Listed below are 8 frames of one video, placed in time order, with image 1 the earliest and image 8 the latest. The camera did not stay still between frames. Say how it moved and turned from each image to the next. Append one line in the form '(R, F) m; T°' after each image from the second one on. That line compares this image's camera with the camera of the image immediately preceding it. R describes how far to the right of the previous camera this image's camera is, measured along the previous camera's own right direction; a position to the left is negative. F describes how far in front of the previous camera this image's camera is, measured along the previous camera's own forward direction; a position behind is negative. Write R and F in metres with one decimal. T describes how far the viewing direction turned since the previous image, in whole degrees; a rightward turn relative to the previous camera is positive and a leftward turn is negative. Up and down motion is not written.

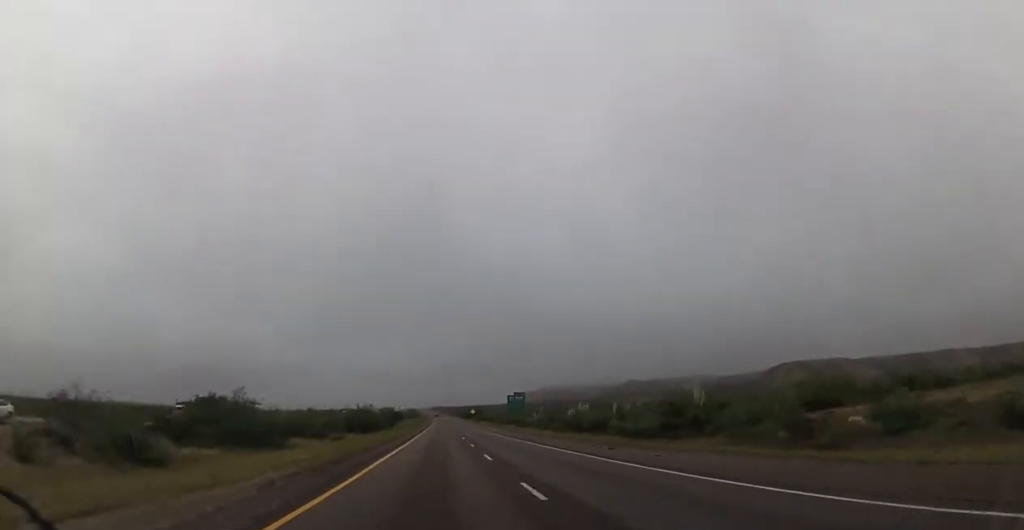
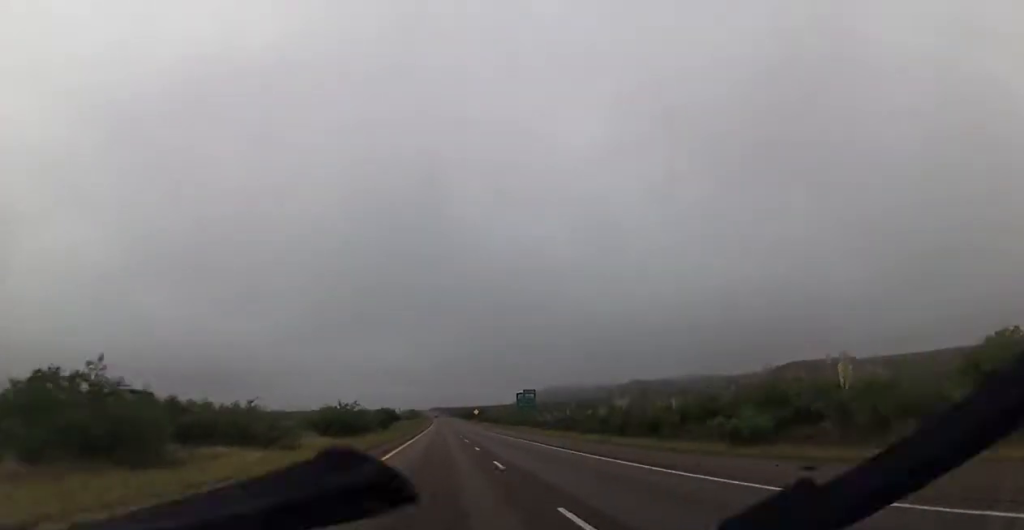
(+0.1, +16.7) m; 0°
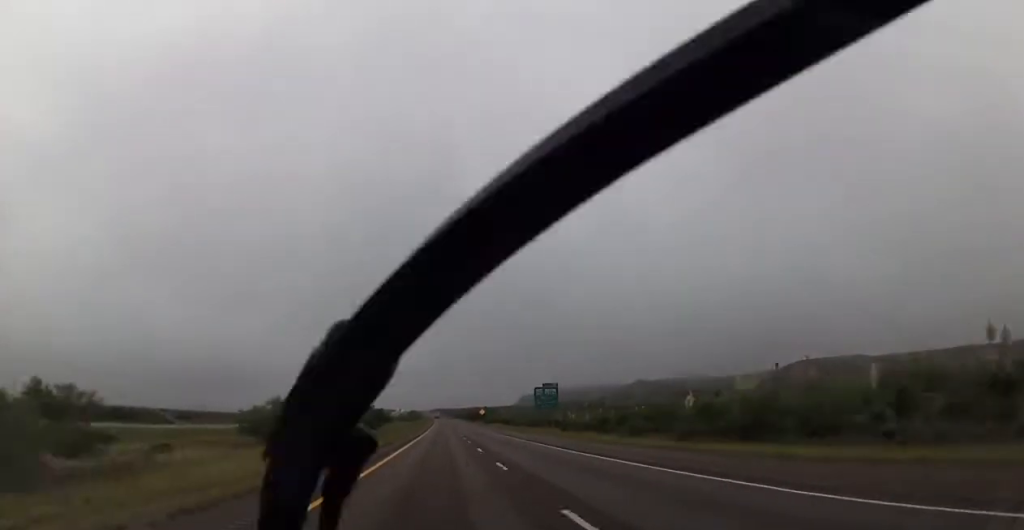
(+0.4, +24.5) m; 0°
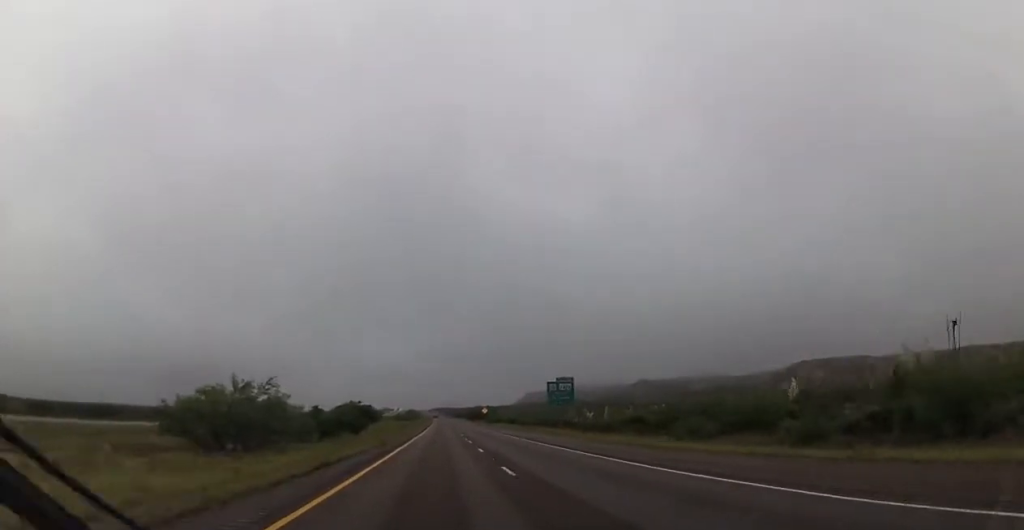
(-0.2, +14.5) m; 0°
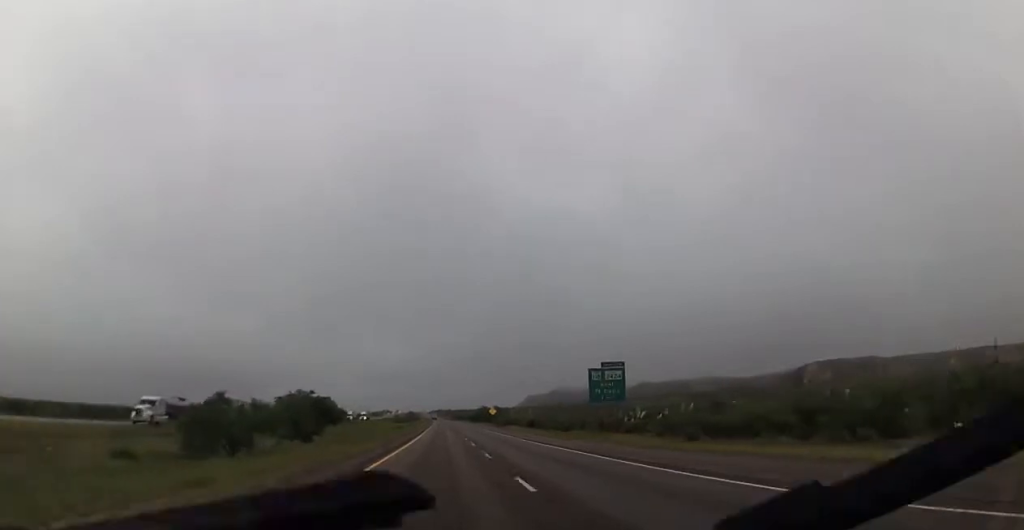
(-0.3, +27.9) m; -1°
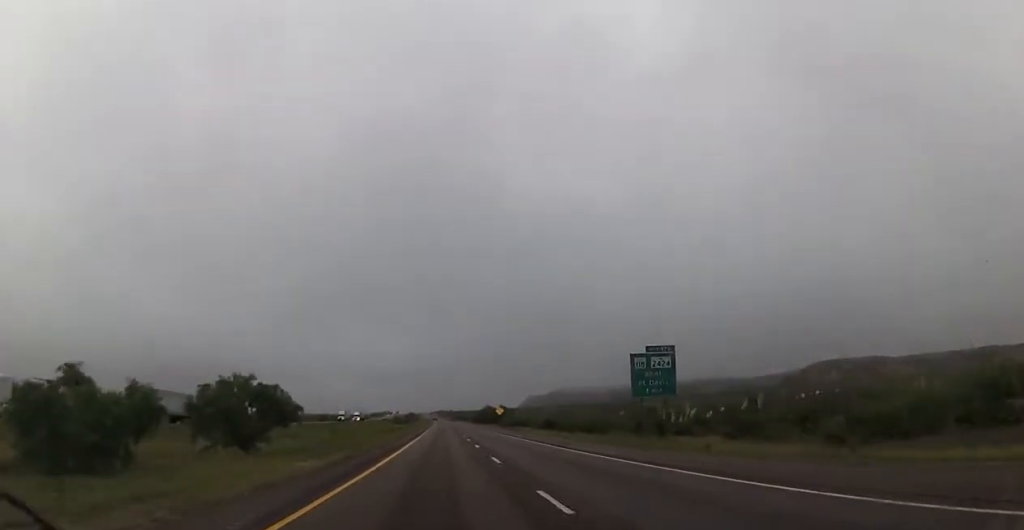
(0.0, +15.6) m; 0°
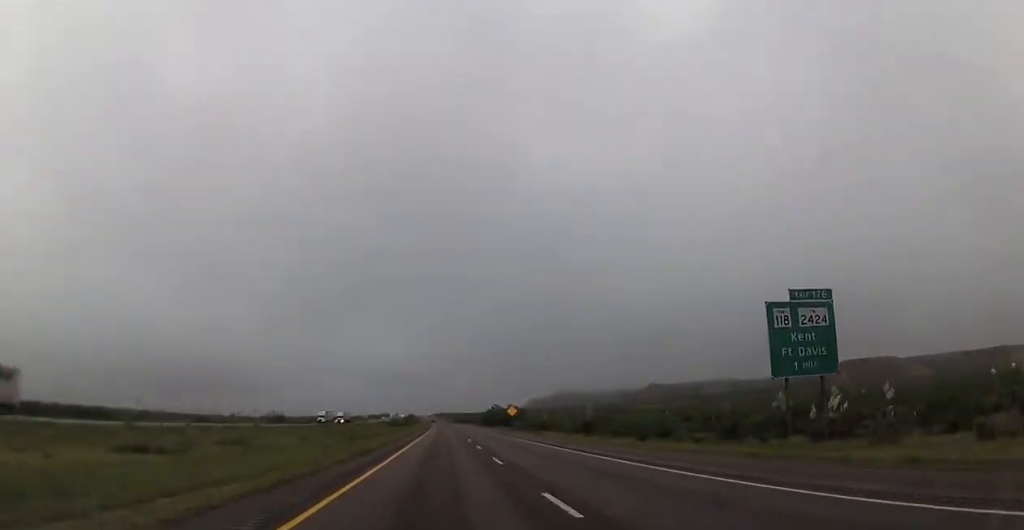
(0.0, +24.5) m; 0°
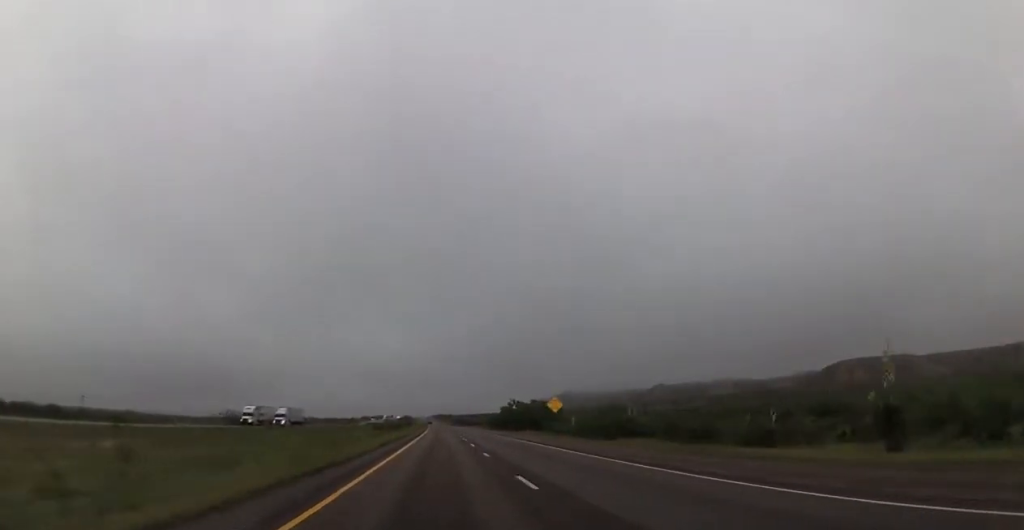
(0.0, +44.5) m; +1°
